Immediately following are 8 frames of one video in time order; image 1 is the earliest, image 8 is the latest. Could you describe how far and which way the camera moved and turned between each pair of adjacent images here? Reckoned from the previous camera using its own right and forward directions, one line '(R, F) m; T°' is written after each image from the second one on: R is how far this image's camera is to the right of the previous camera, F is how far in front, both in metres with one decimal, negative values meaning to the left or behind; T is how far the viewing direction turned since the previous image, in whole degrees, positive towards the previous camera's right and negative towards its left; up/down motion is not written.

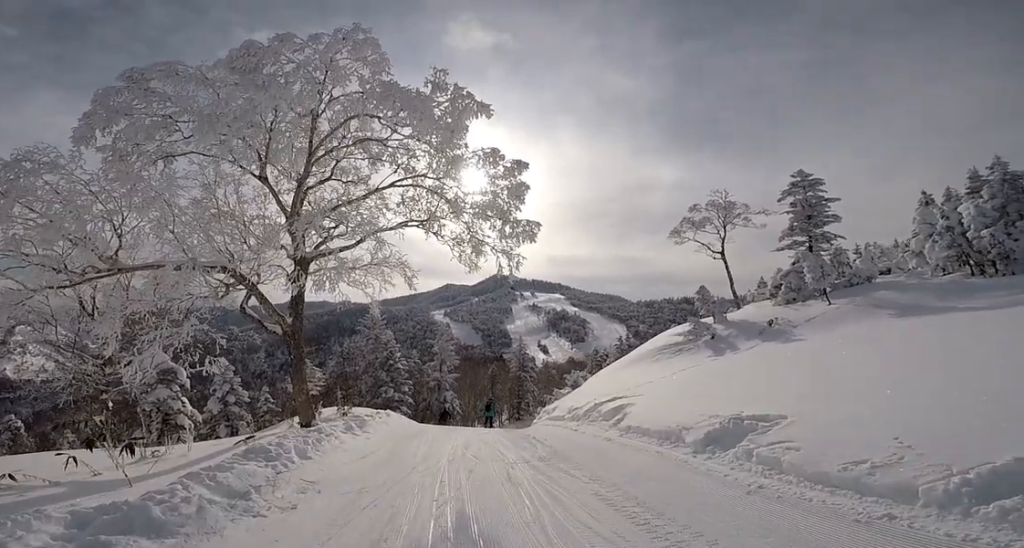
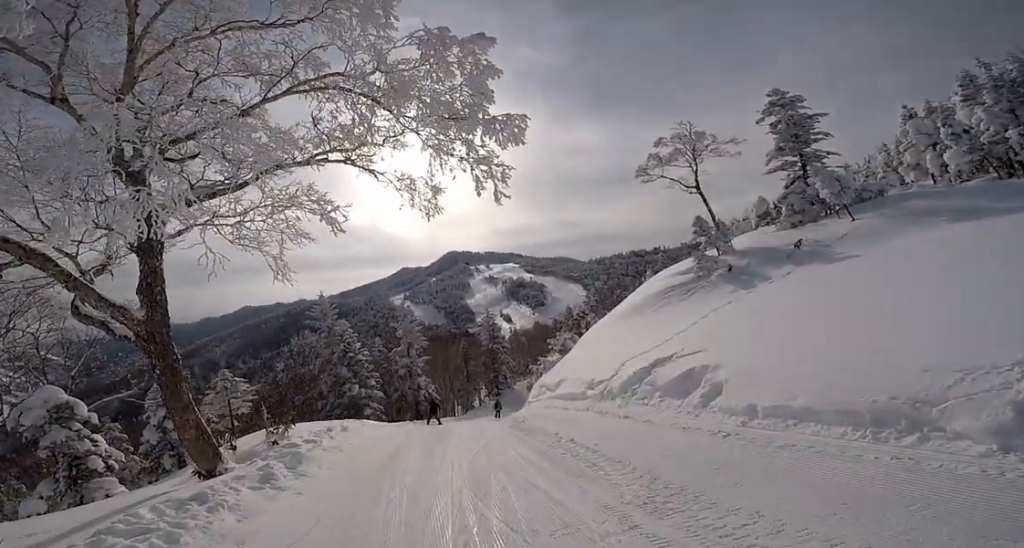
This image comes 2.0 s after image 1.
(+0.5, +4.3) m; +15°
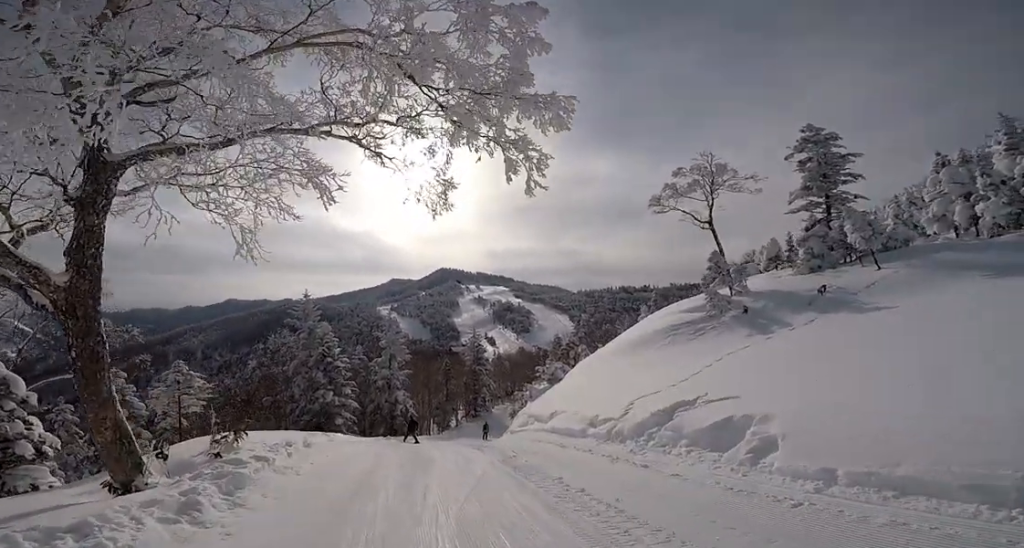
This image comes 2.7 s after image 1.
(0.0, +1.6) m; +7°
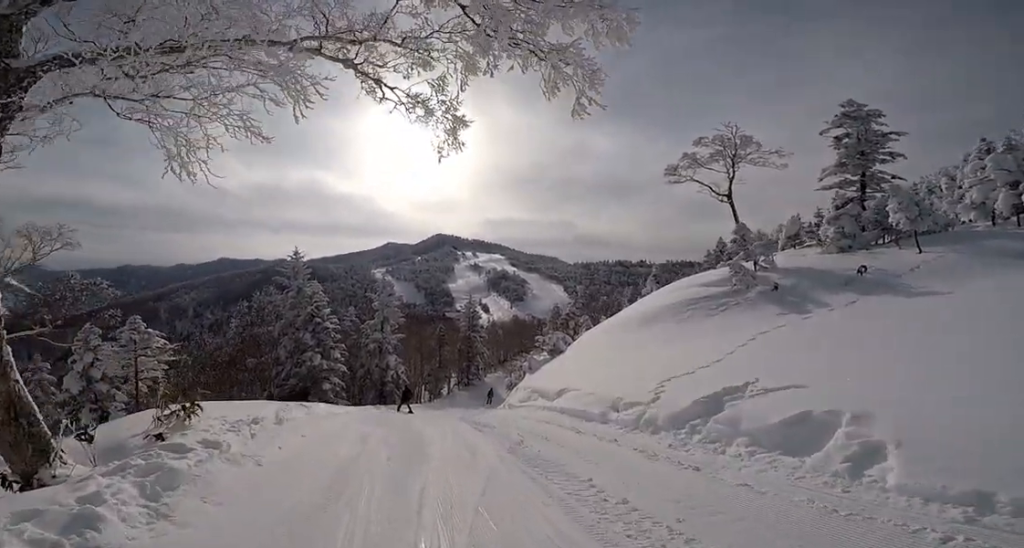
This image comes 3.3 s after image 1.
(+0.6, +1.9) m; -10°
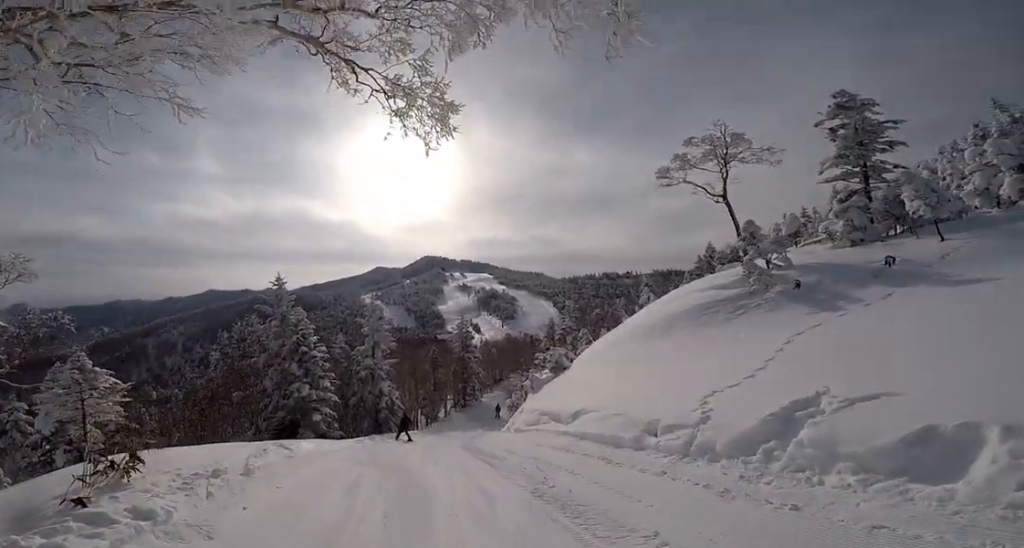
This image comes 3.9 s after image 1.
(-0.4, +1.5) m; -4°
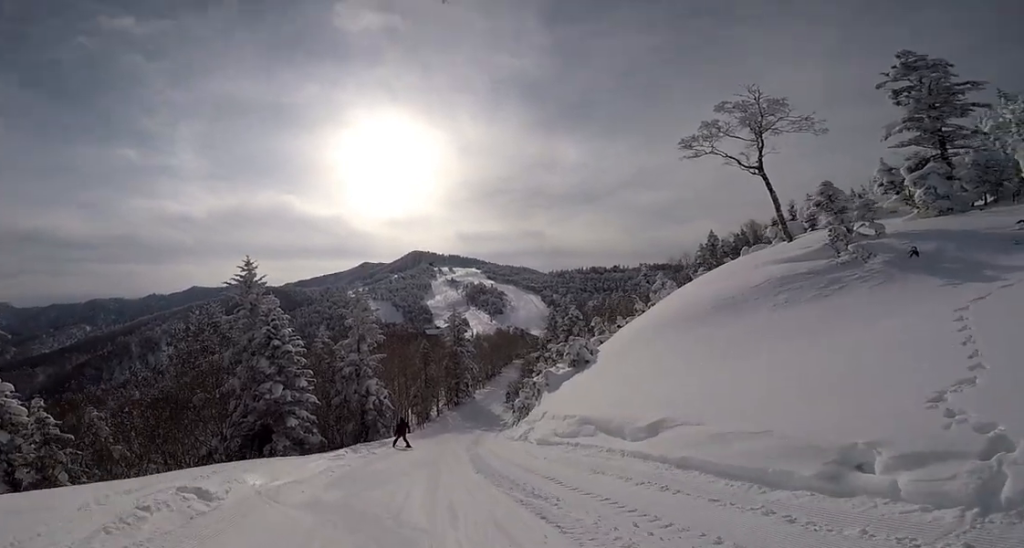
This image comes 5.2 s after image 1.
(0.0, +4.9) m; +5°
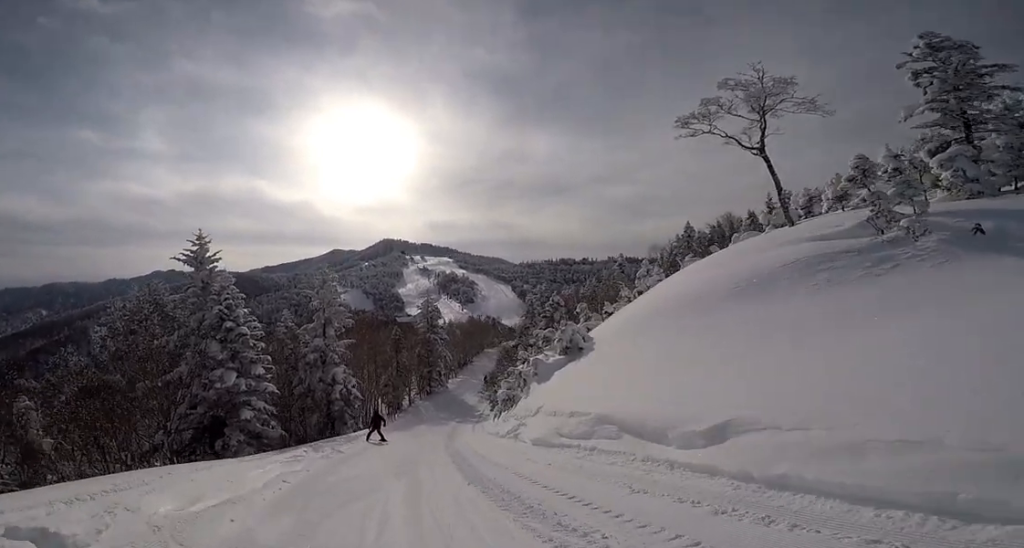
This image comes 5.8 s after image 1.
(+0.2, +3.3) m; +4°
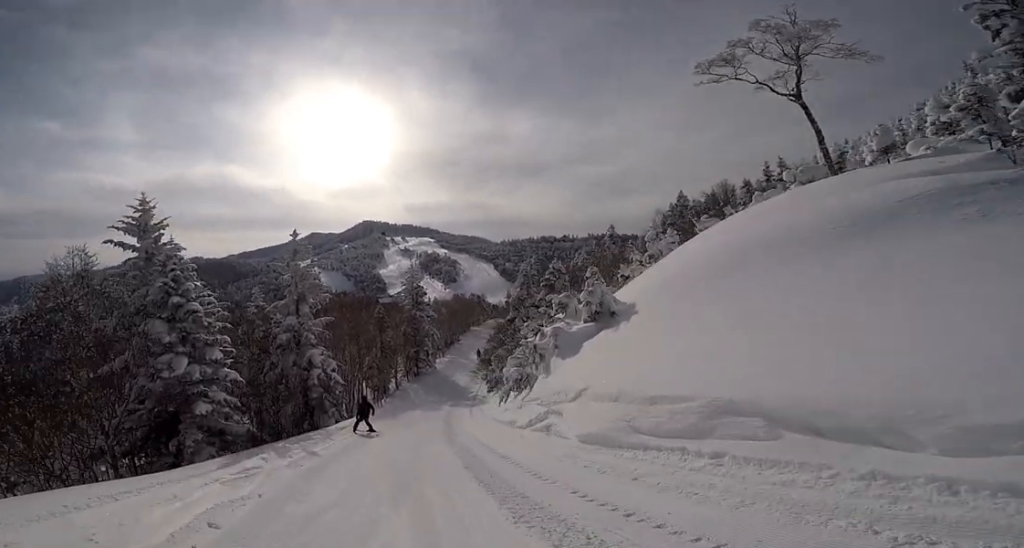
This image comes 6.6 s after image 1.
(-0.4, +4.5) m; +2°
